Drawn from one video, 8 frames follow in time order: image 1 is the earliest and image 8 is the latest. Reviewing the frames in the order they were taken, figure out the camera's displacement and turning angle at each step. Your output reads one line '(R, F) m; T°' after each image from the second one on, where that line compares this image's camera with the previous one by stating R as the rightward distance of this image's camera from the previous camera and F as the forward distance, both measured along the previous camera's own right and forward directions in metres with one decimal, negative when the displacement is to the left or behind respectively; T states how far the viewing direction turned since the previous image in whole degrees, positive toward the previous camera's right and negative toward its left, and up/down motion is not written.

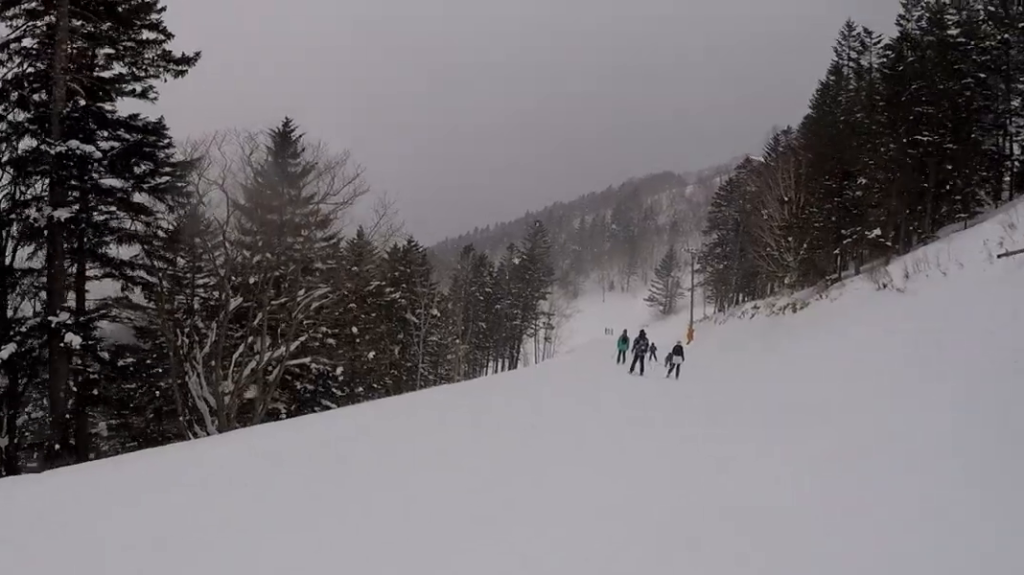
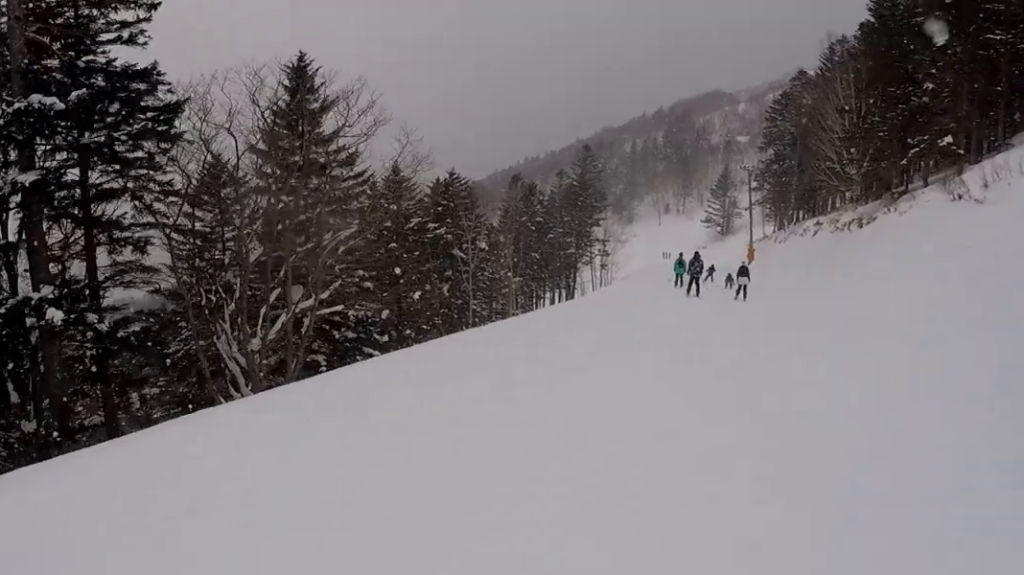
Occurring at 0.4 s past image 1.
(0.0, +2.2) m; -2°
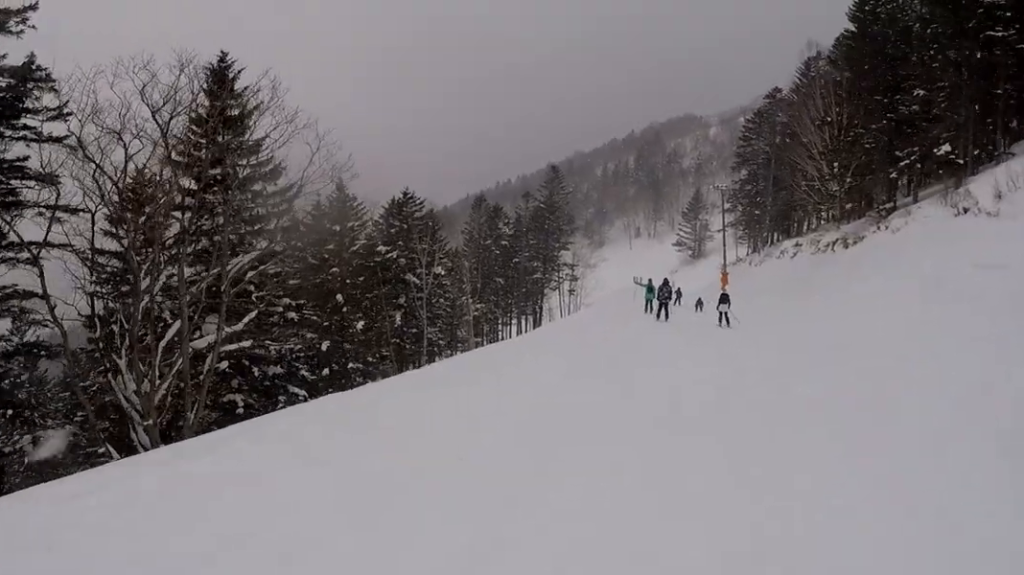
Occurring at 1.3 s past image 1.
(-0.1, +4.0) m; -4°
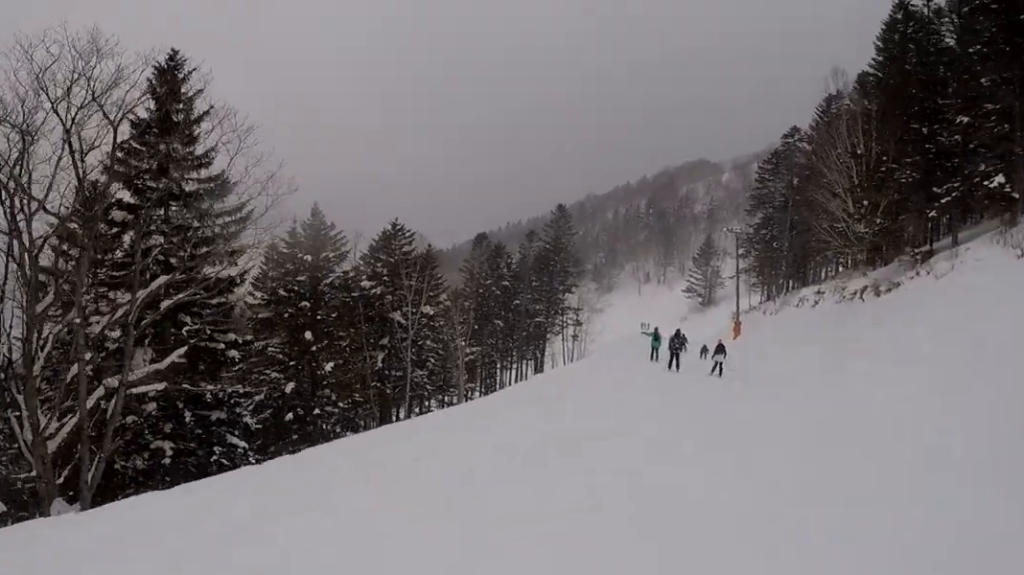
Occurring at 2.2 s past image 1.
(-0.2, +4.2) m; -7°
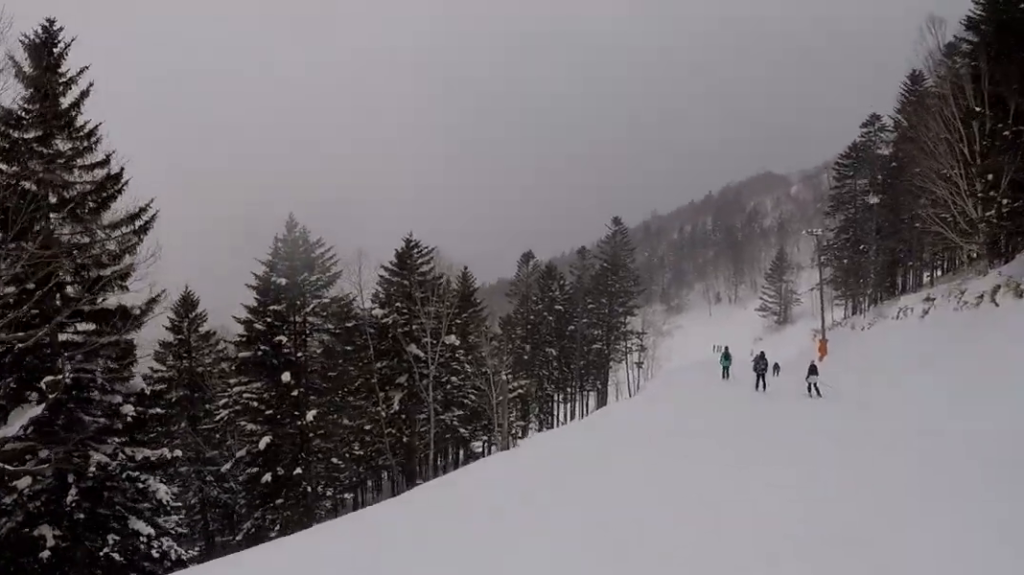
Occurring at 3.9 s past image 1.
(-1.1, +7.5) m; -2°
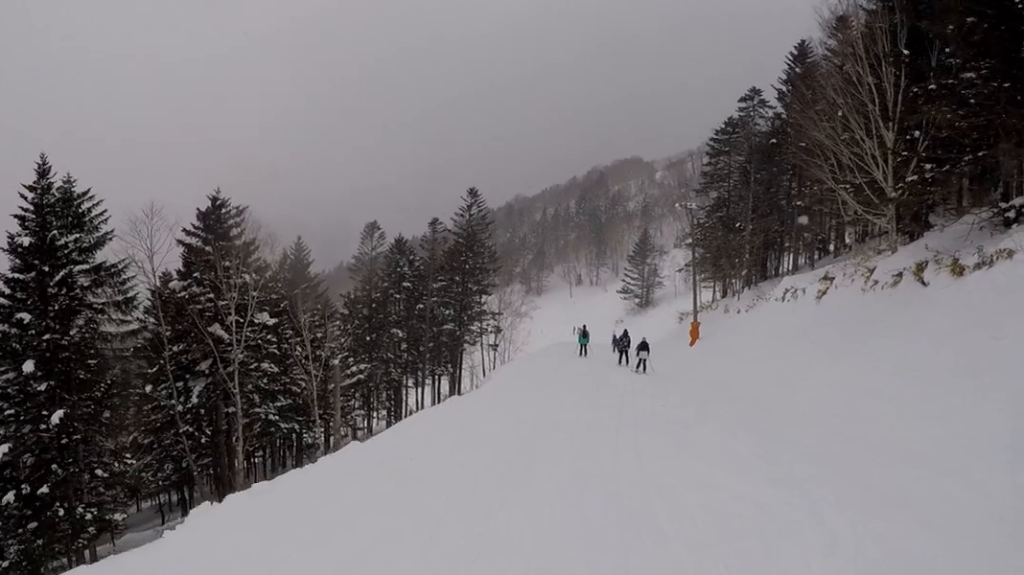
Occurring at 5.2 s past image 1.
(+0.5, +6.7) m; -4°
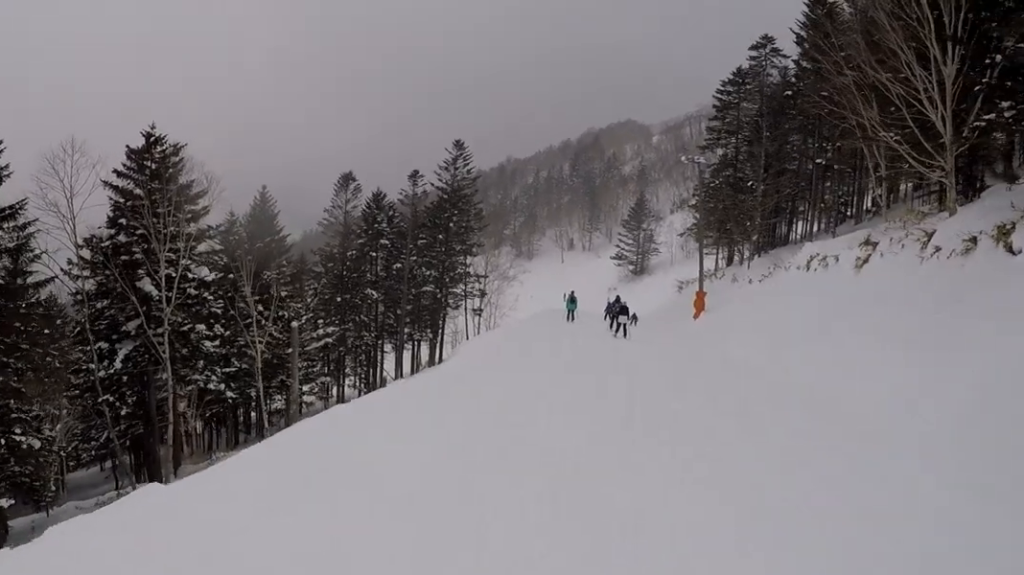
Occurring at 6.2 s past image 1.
(-0.5, +5.2) m; +1°
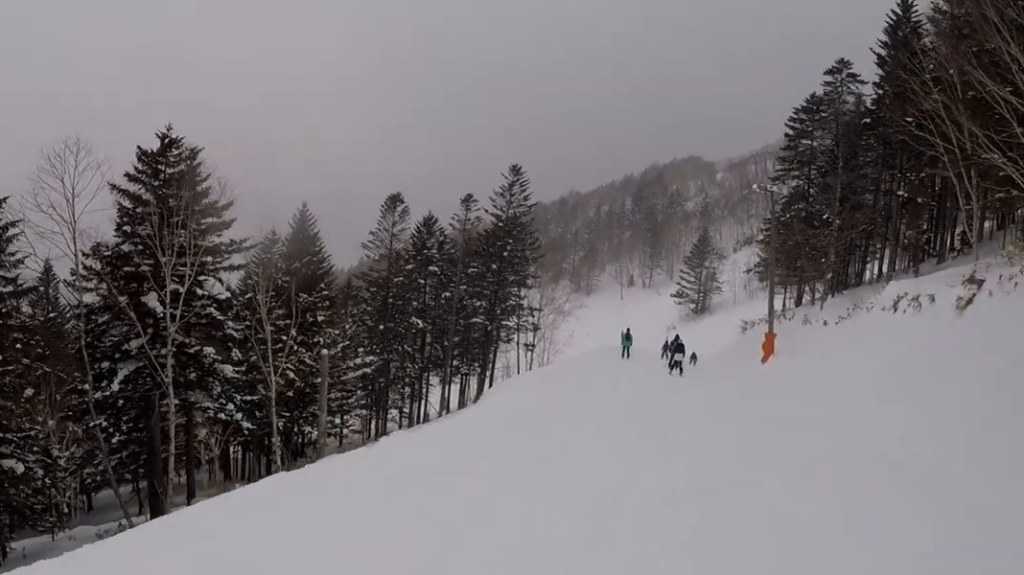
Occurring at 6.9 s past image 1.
(+0.9, +3.5) m; +2°
